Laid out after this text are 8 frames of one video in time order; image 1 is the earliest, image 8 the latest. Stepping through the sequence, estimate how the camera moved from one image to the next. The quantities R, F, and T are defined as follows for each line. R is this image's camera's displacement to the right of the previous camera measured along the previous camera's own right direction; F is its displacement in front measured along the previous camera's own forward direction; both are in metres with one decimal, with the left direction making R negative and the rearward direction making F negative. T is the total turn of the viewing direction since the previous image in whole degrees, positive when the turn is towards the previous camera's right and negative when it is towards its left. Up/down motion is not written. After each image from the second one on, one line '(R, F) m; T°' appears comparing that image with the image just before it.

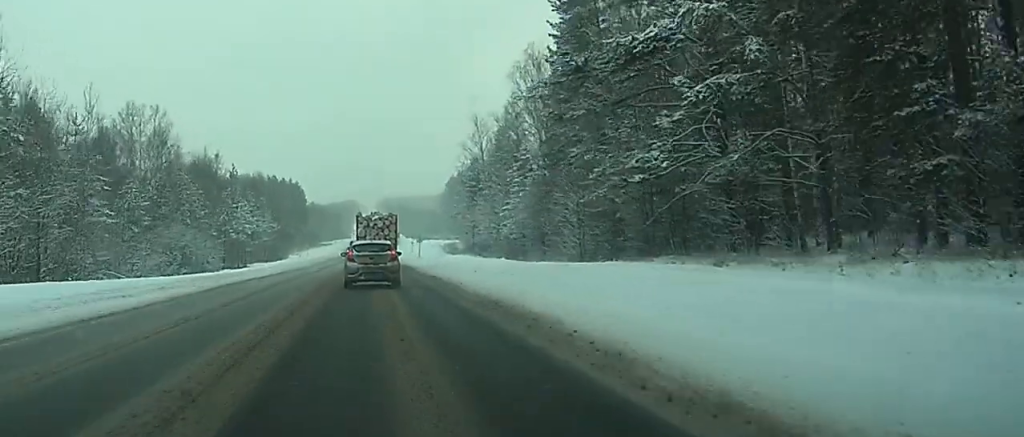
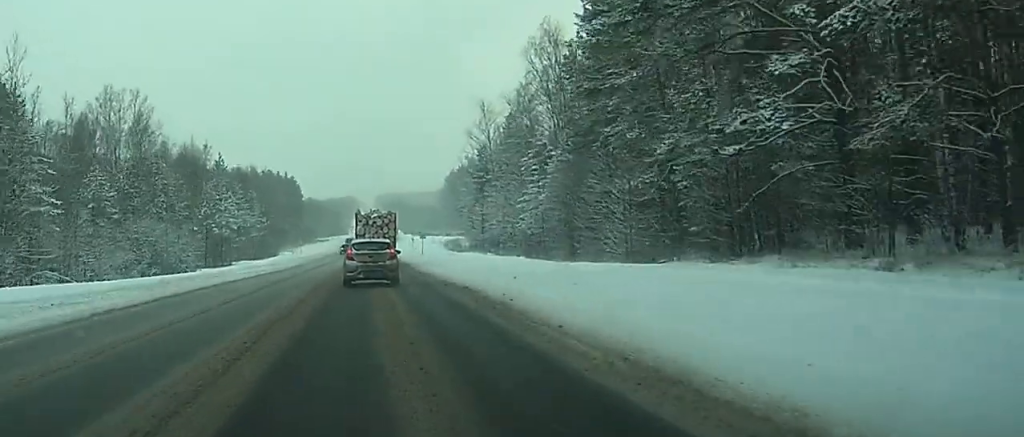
(0.0, +12.2) m; 0°
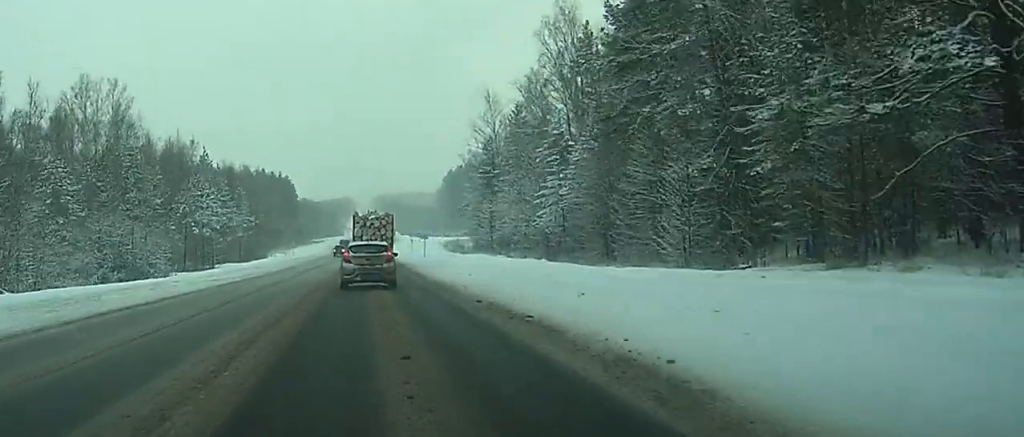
(-0.1, +10.5) m; 0°
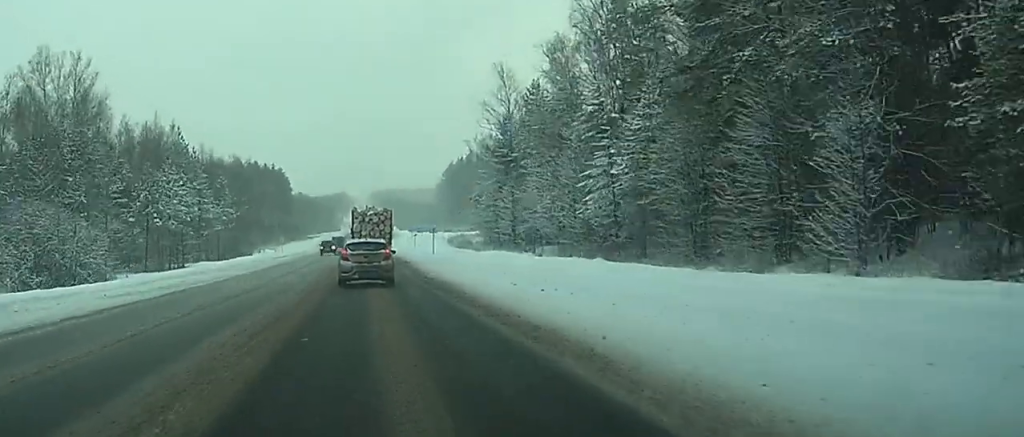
(+0.1, +15.9) m; 0°
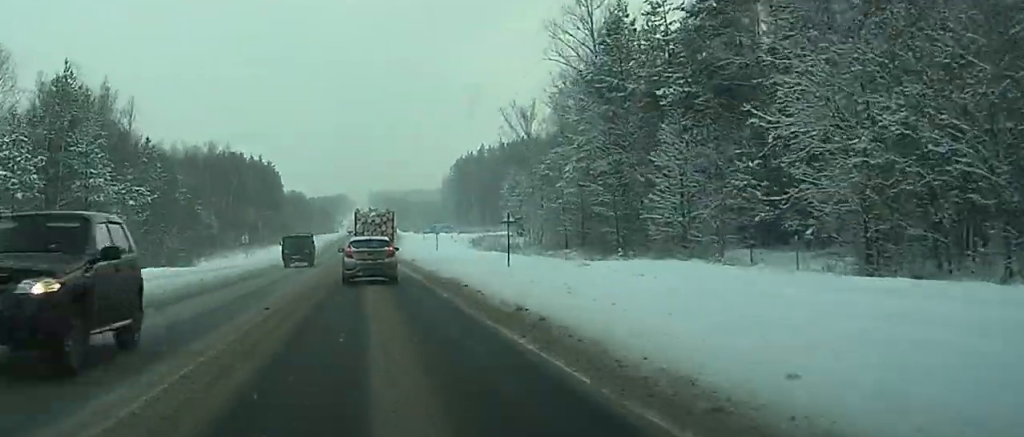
(+0.2, +42.6) m; +1°
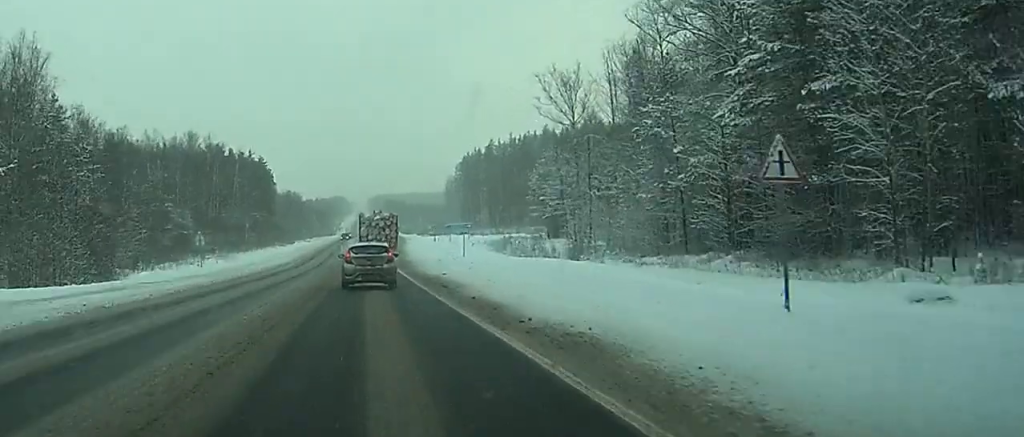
(+0.1, +26.8) m; 0°
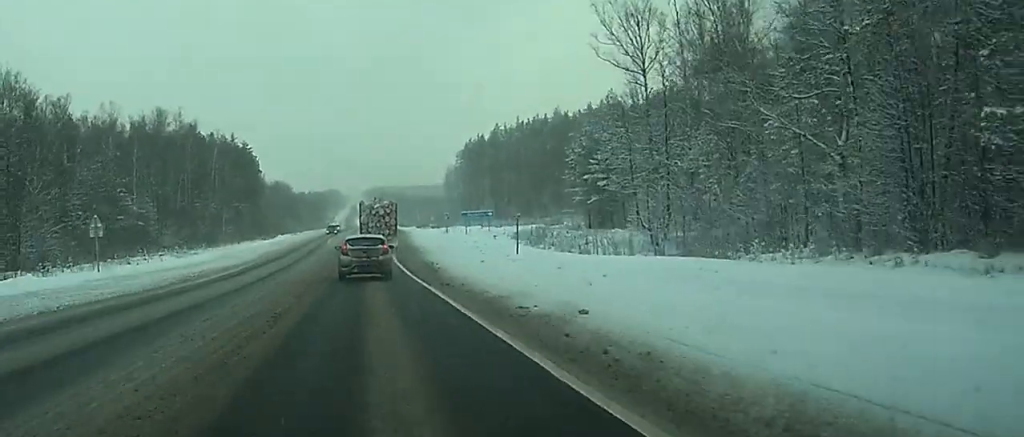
(0.0, +26.9) m; 0°
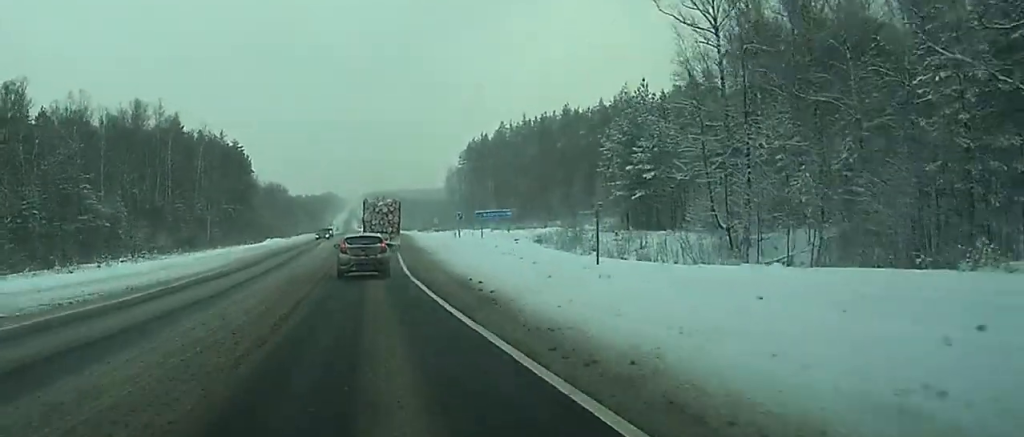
(0.0, +15.9) m; 0°
